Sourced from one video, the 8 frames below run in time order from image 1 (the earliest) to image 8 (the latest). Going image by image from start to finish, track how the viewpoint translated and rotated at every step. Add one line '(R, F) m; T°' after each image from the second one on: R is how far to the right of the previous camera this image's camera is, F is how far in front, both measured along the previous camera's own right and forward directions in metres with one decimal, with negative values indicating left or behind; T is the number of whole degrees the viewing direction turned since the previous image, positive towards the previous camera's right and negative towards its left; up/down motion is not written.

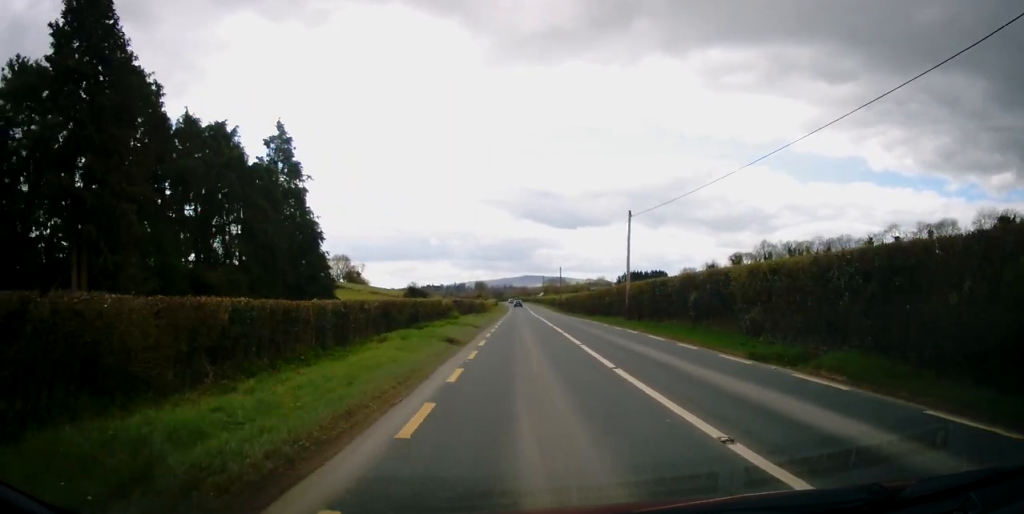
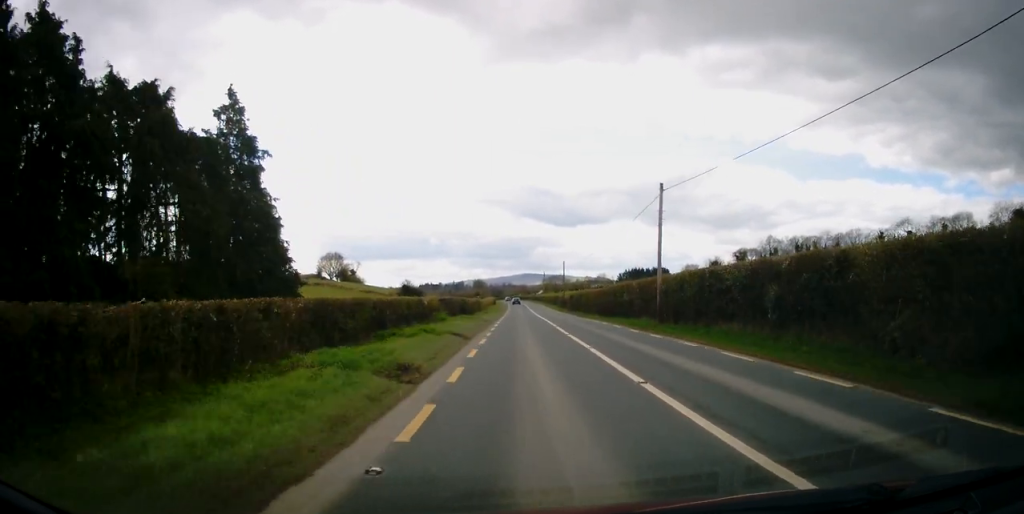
(0.0, +8.1) m; 0°
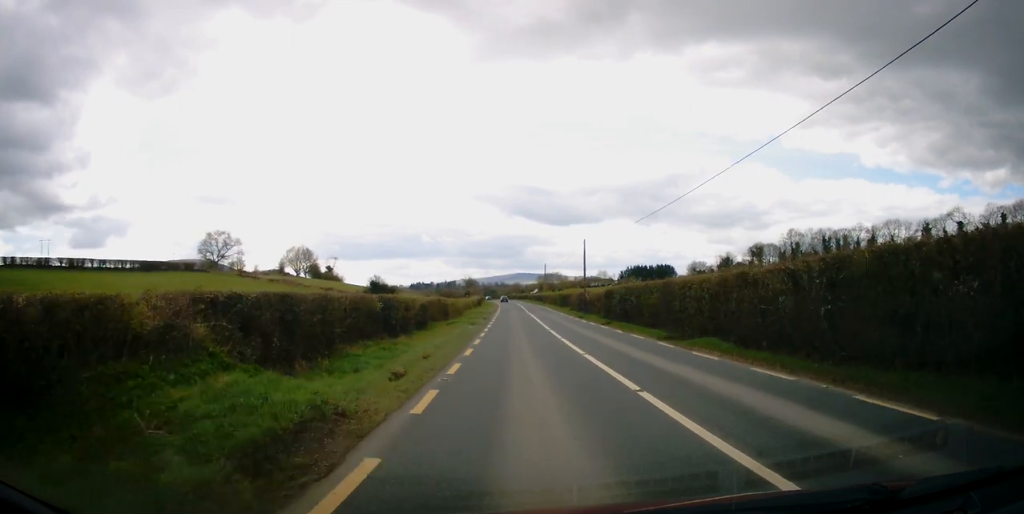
(+0.2, +30.5) m; +1°
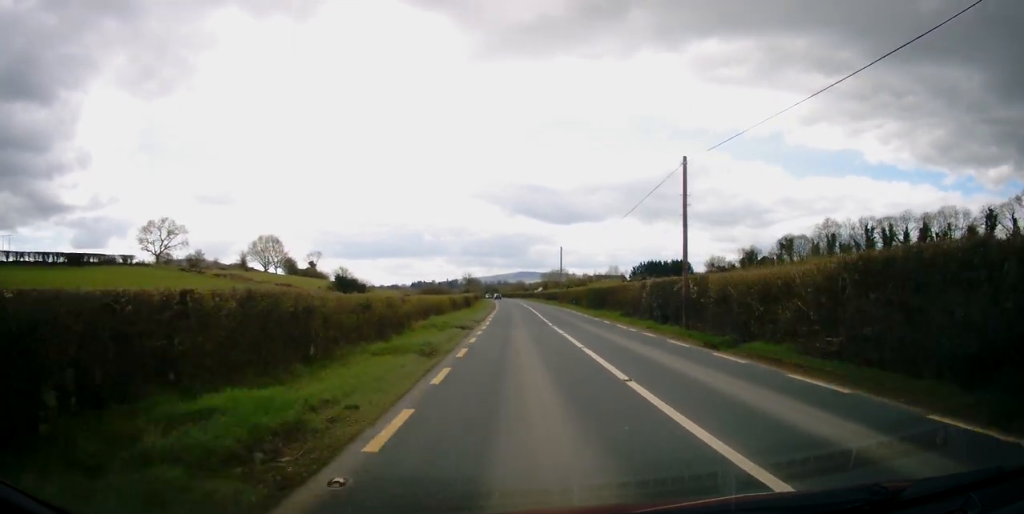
(-0.1, +30.1) m; 0°
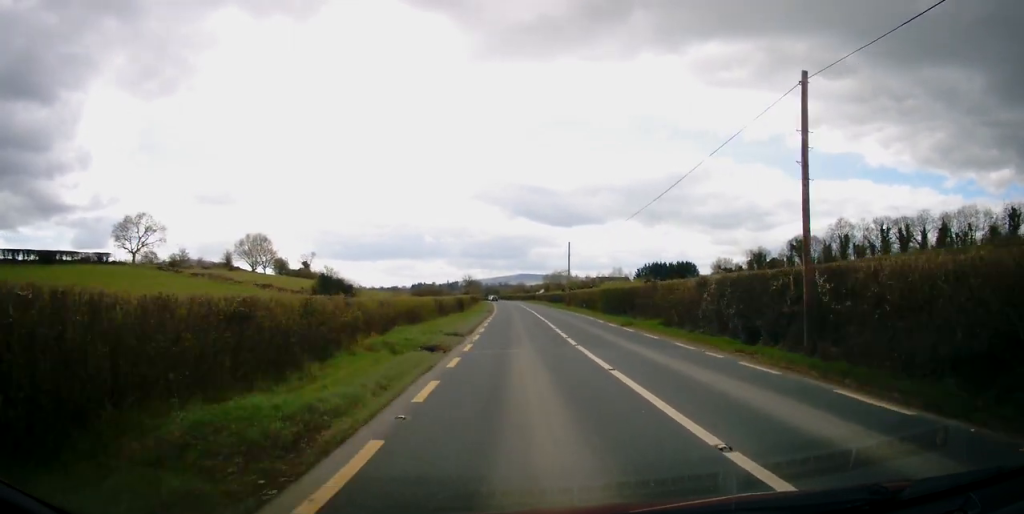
(-0.1, +9.7) m; 0°
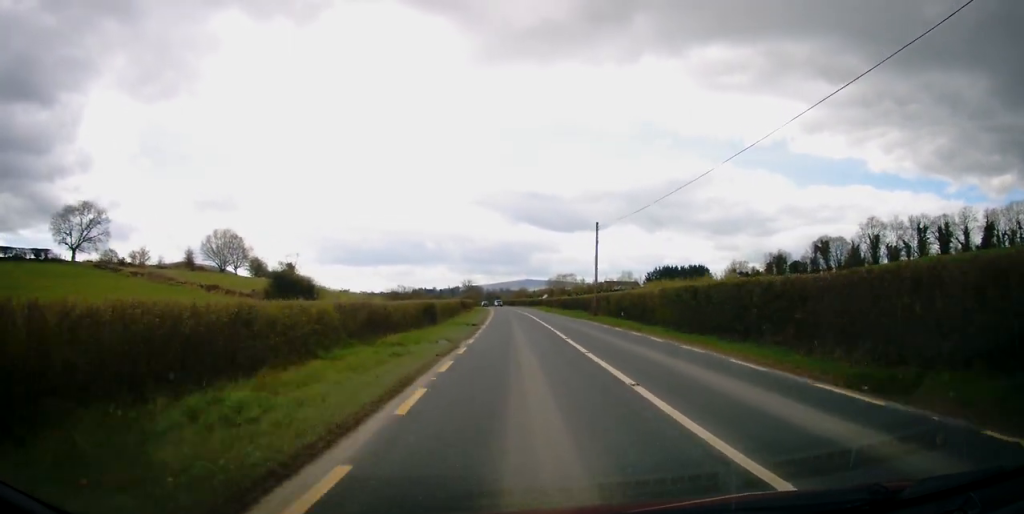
(0.0, +20.9) m; 0°
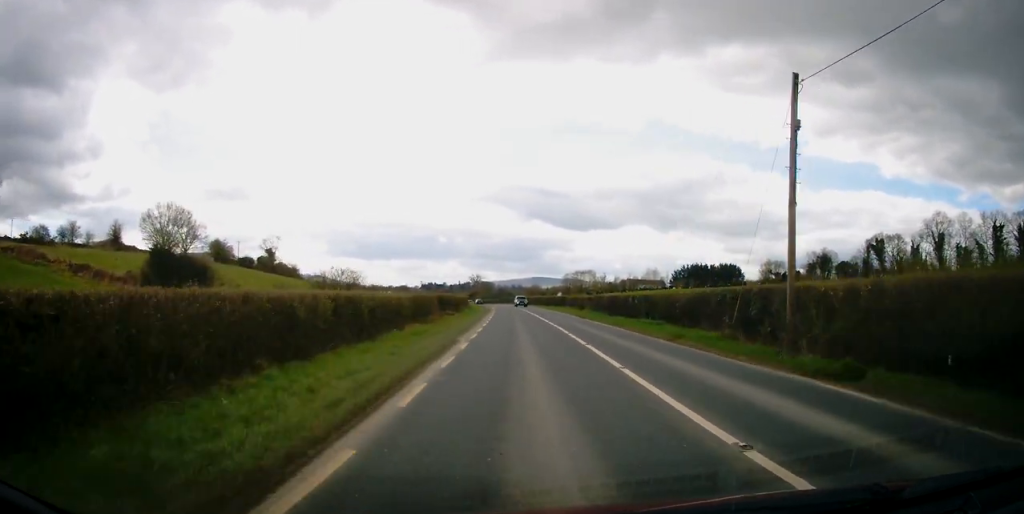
(-0.3, +31.8) m; -1°
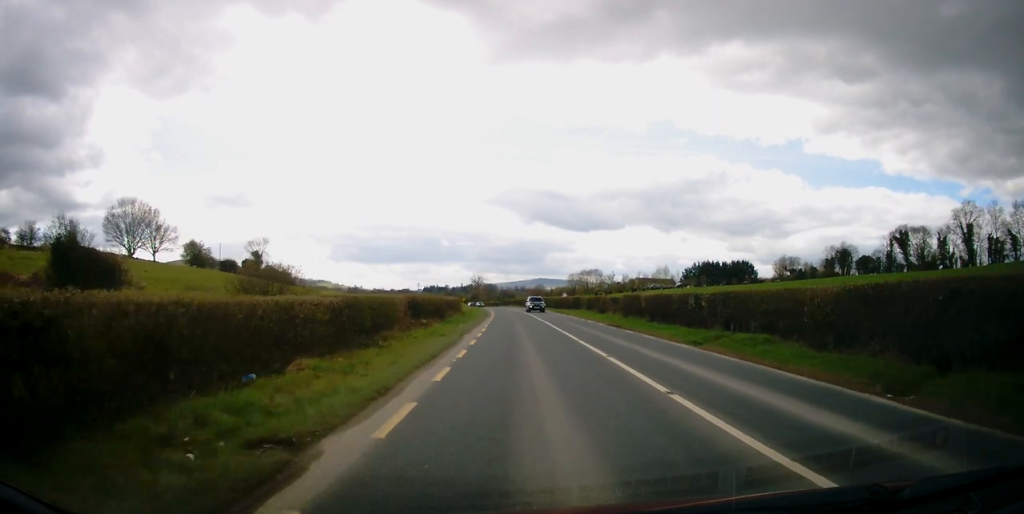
(-0.2, +13.6) m; 0°
